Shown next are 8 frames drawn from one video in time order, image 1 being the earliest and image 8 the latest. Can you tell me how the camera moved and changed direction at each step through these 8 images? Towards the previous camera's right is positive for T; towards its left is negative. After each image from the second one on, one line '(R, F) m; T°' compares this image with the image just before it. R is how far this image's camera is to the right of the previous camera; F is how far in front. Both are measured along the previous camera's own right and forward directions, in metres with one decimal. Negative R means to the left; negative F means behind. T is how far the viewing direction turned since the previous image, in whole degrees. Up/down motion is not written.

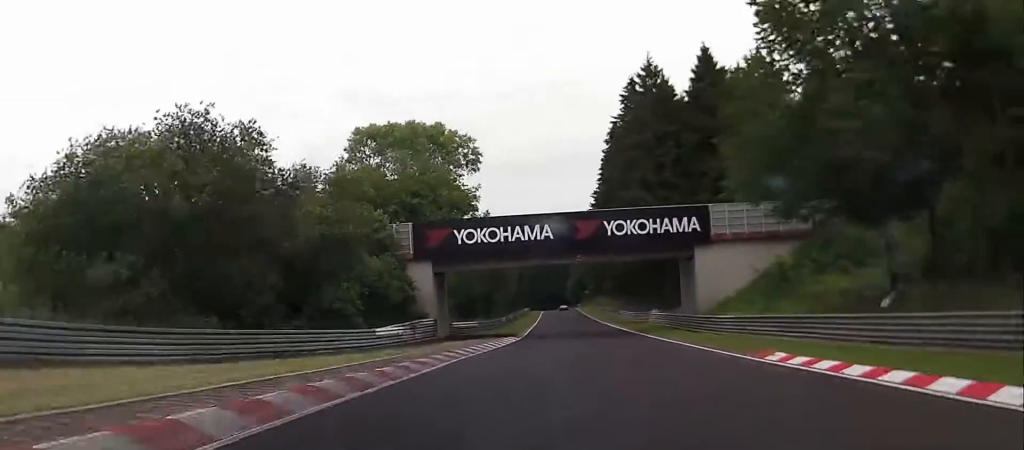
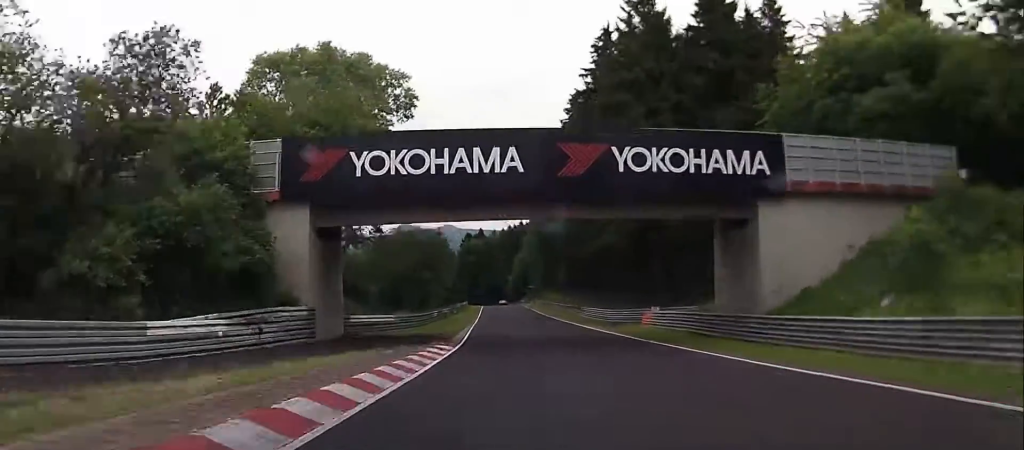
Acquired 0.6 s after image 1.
(+0.7, +18.8) m; +3°
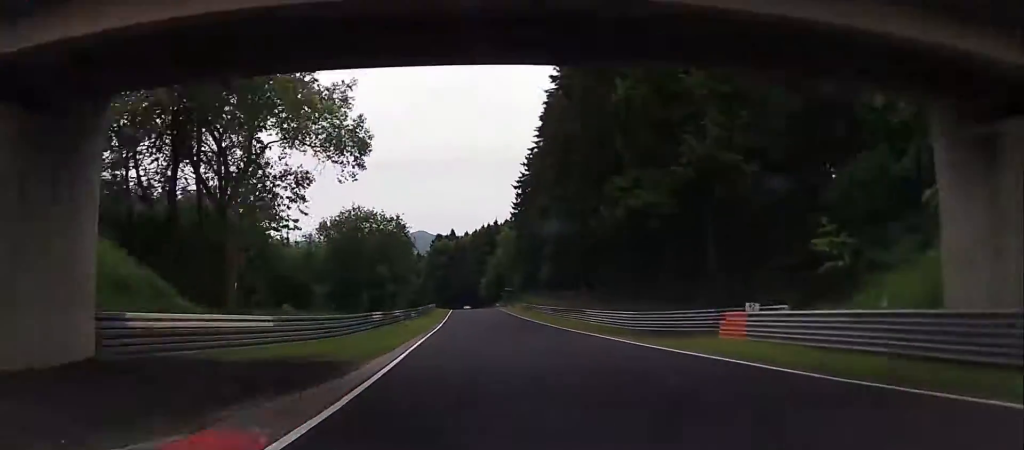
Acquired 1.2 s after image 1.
(+0.3, +19.3) m; +1°
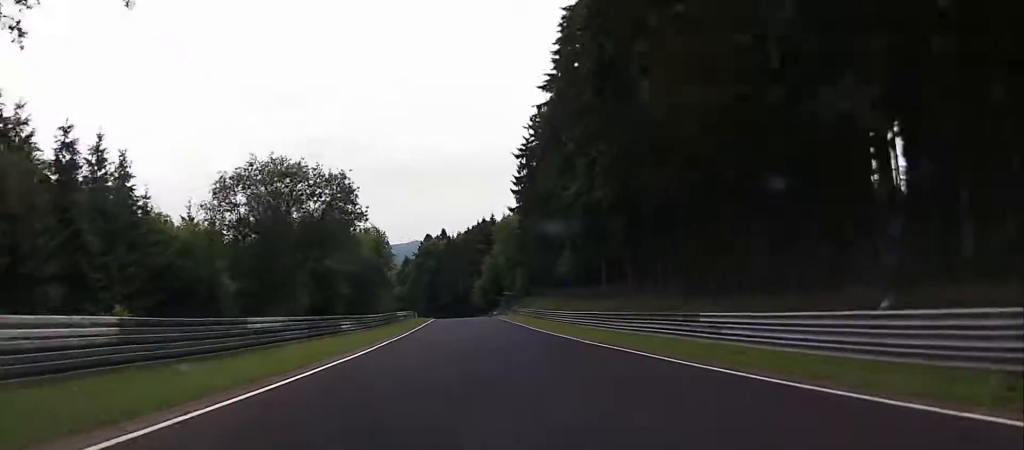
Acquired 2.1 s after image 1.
(+0.3, +29.6) m; +2°
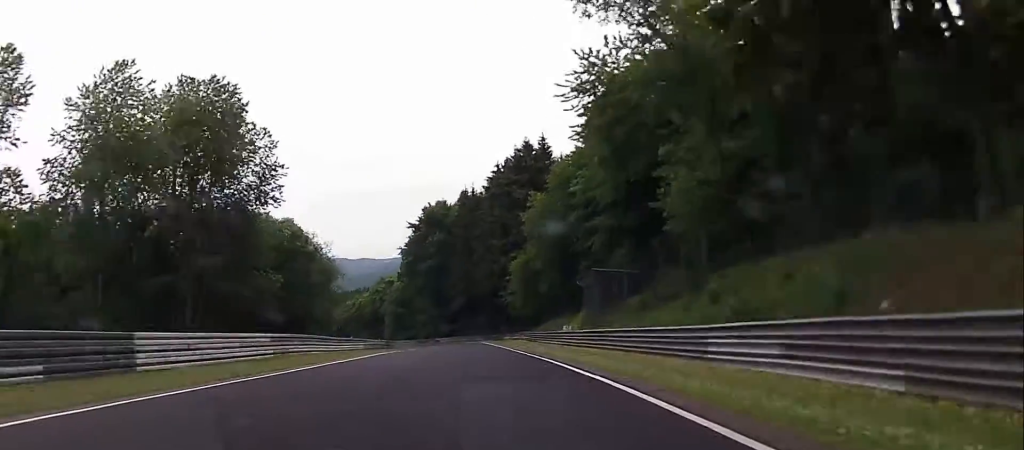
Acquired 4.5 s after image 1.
(-0.5, +84.8) m; -5°
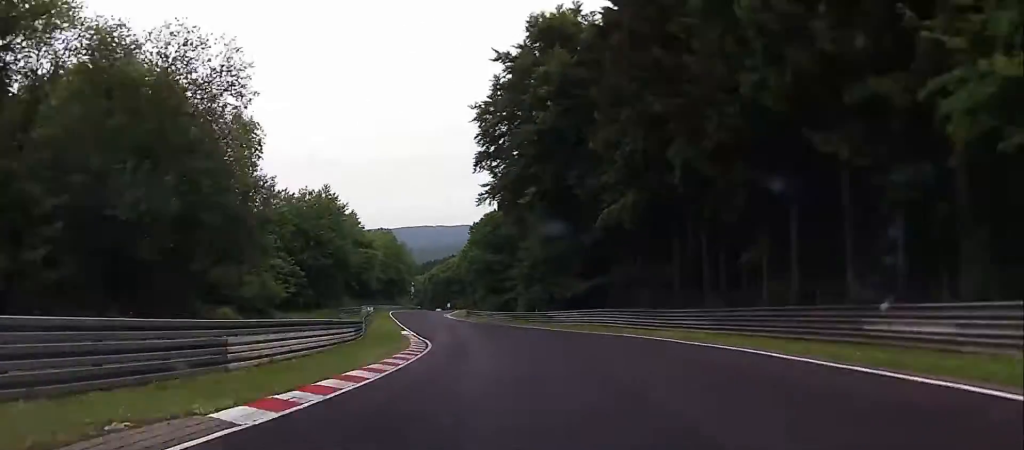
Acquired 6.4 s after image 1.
(-5.5, +71.9) m; -10°
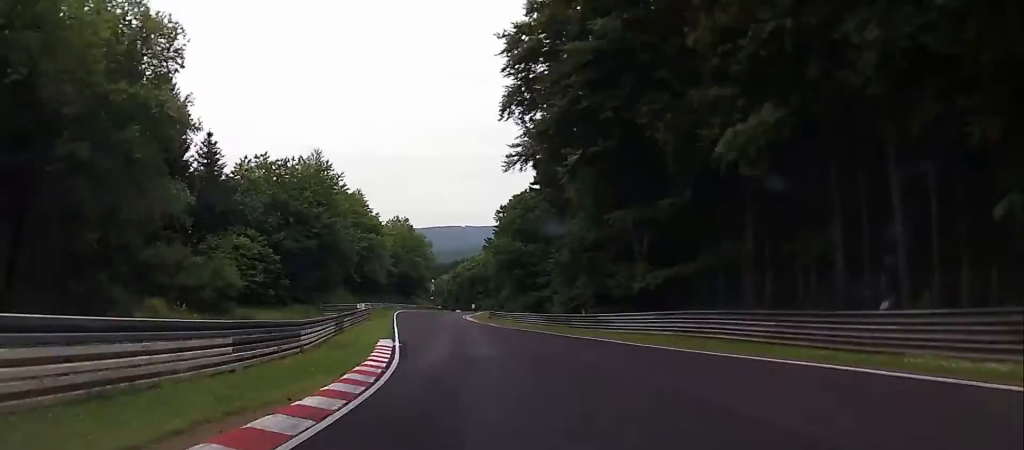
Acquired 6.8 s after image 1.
(-0.2, +16.2) m; -2°
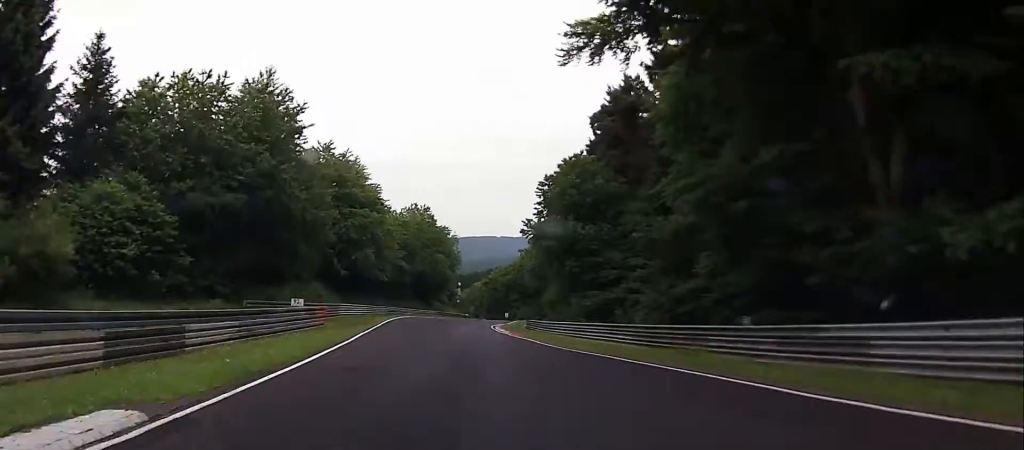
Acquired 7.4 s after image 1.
(-0.7, +23.5) m; -2°
